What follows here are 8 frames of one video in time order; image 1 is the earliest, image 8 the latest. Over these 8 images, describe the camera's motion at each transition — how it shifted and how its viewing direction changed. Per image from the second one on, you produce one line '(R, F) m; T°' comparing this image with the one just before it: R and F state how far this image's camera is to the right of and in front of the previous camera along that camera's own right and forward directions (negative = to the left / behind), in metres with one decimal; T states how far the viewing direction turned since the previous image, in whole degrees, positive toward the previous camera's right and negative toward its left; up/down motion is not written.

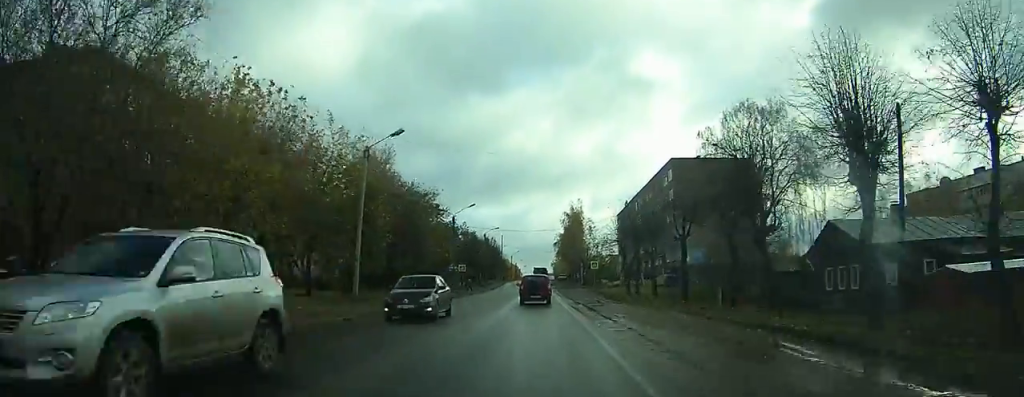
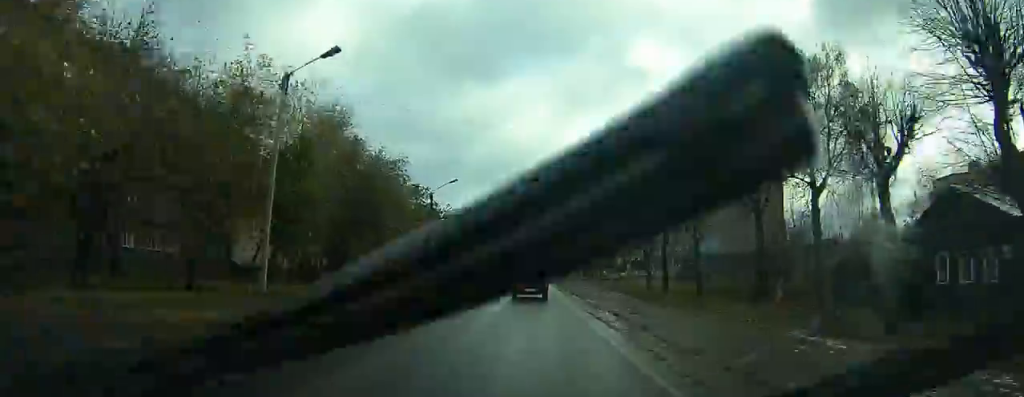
(0.0, +10.2) m; 0°
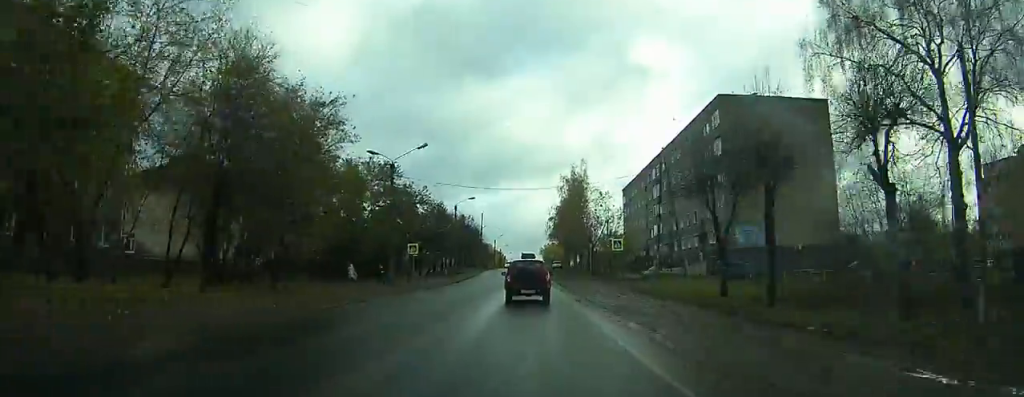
(-0.1, +15.0) m; 0°
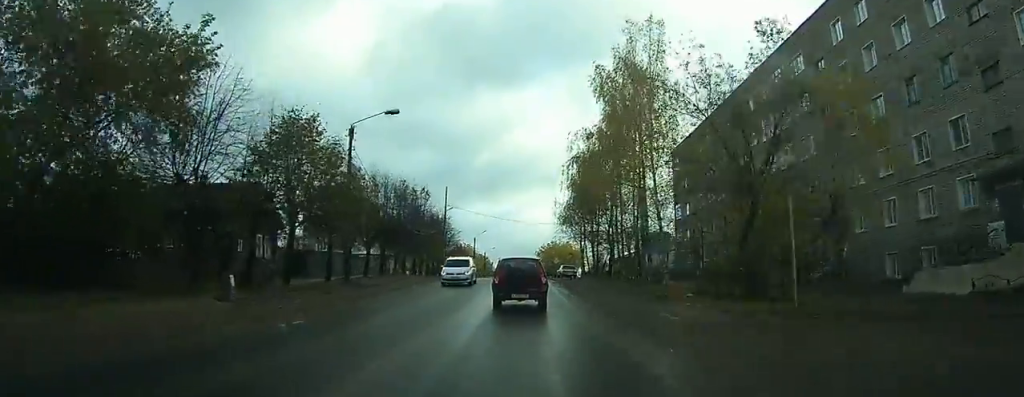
(+1.4, +50.2) m; +3°
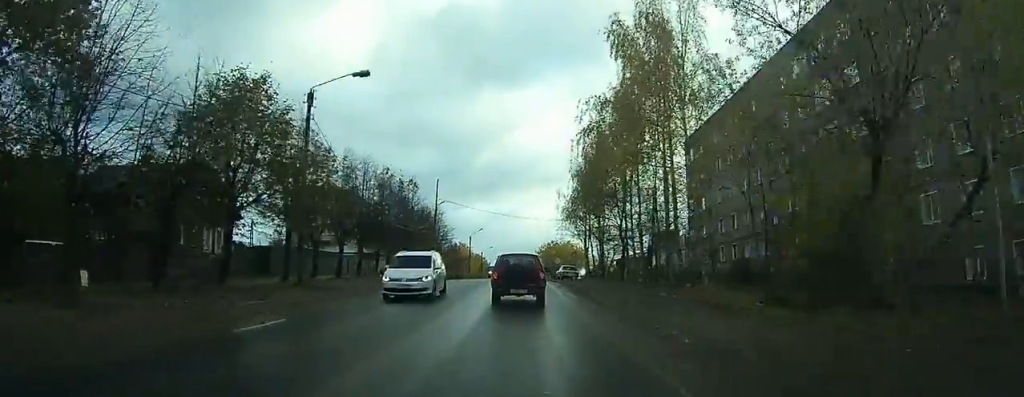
(+0.1, +7.1) m; 0°
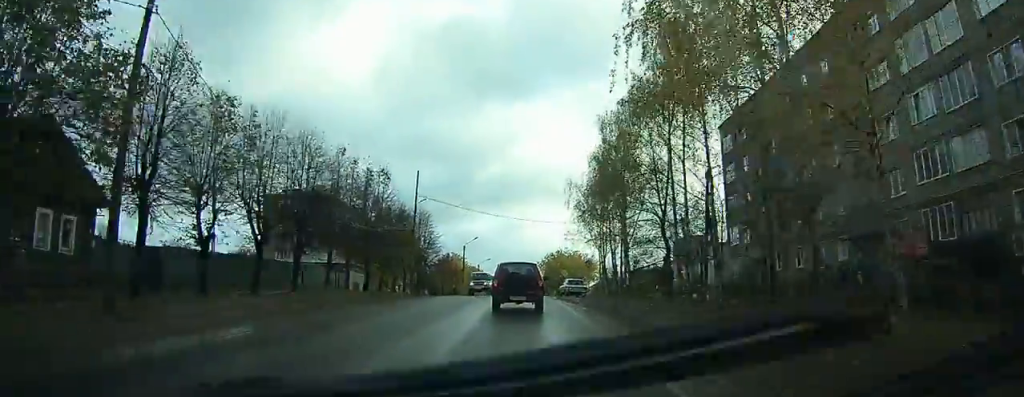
(0.0, +13.3) m; 0°
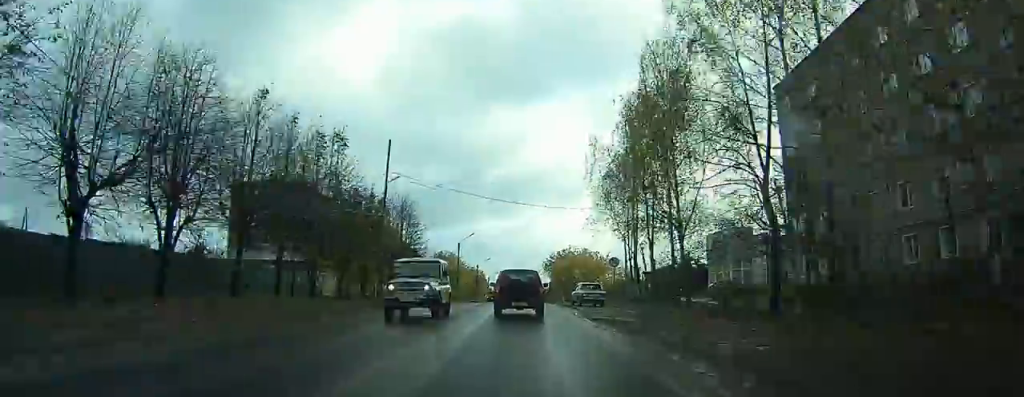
(-0.2, +12.5) m; 0°
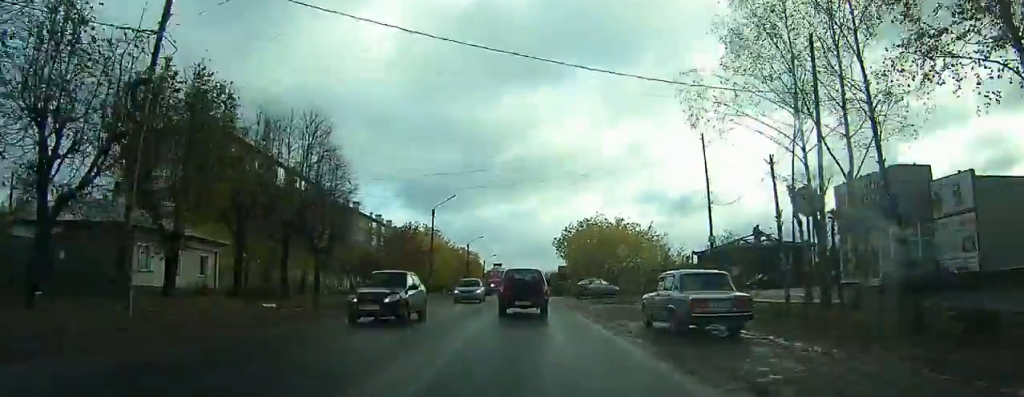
(+0.4, +26.8) m; 0°
